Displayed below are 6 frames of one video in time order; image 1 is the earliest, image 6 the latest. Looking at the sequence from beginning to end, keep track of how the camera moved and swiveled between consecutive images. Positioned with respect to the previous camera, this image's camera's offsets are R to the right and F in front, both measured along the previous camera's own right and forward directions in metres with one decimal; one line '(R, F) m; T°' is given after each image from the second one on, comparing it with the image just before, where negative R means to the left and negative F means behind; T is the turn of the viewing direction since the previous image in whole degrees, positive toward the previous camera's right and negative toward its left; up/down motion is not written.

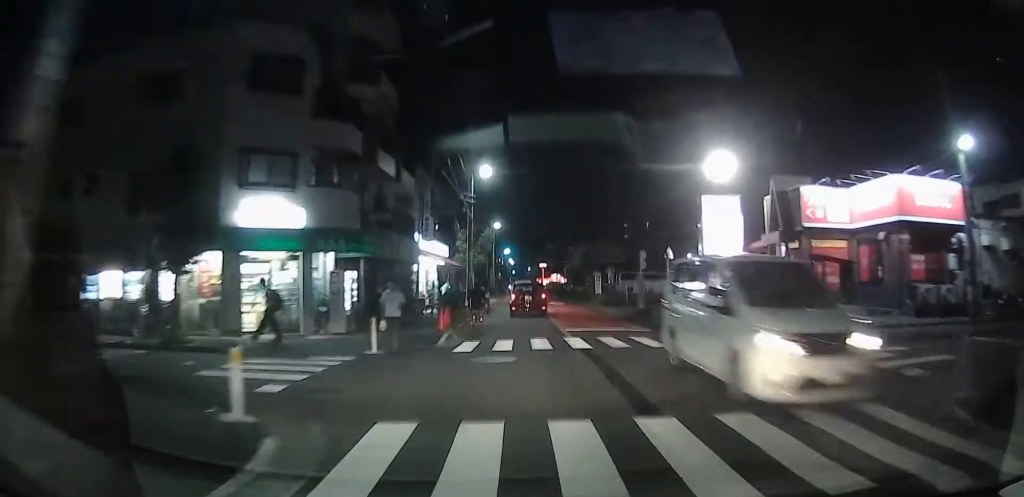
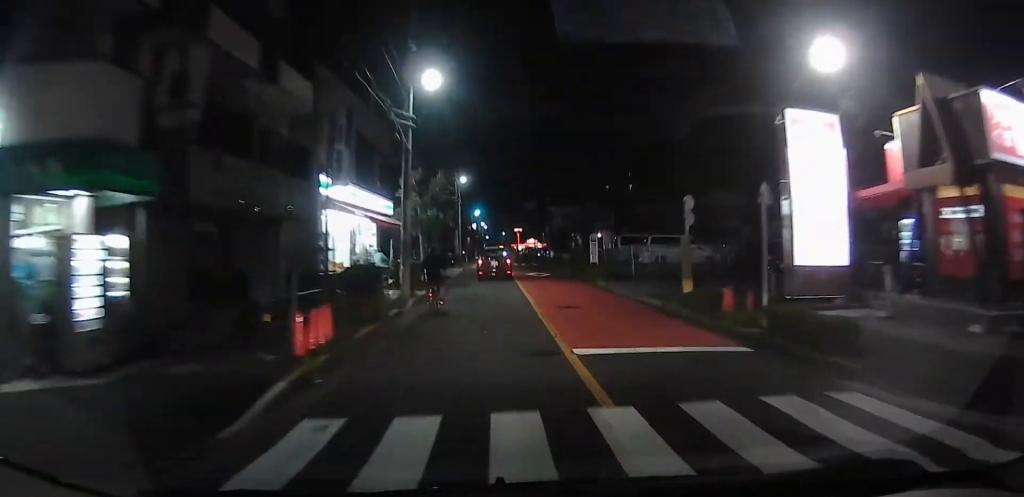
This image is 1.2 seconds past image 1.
(0.0, +10.7) m; 0°
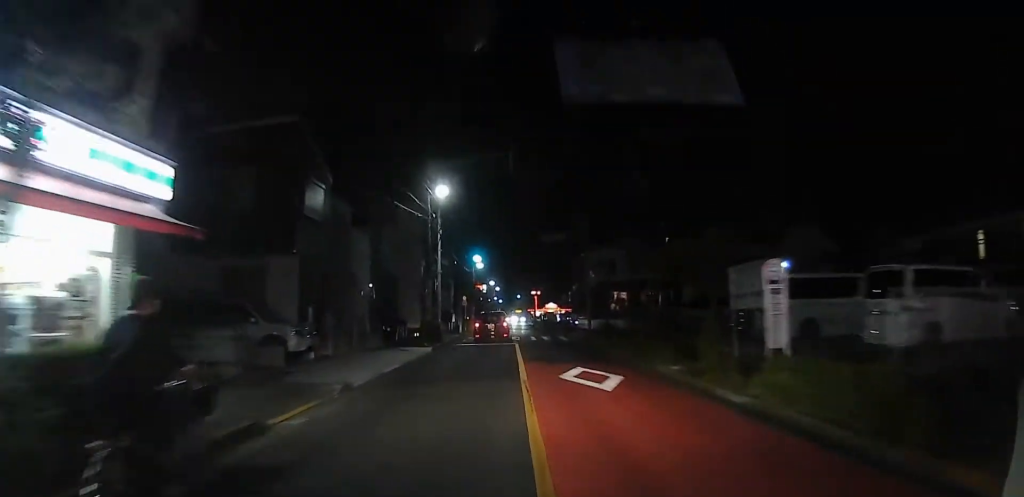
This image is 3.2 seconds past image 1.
(-2.1, +20.6) m; -6°
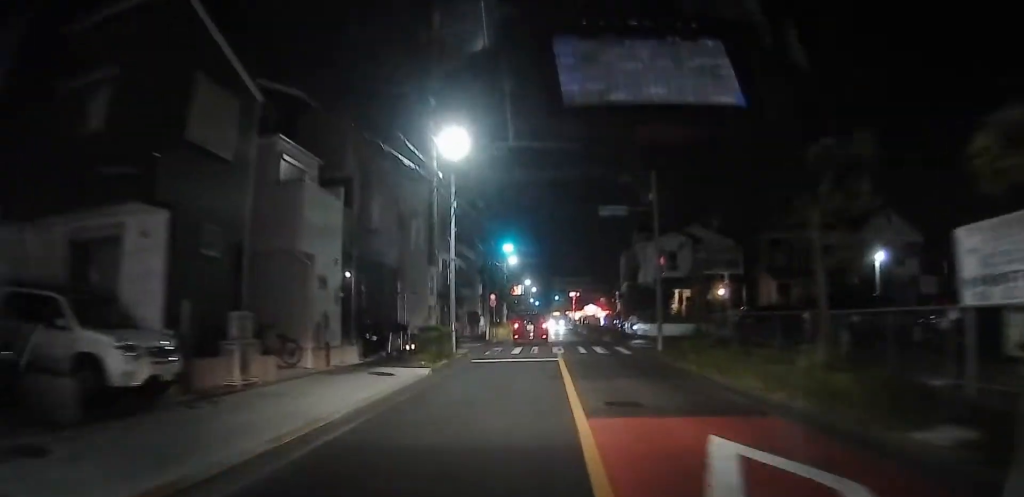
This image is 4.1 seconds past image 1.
(+0.7, +8.8) m; +5°
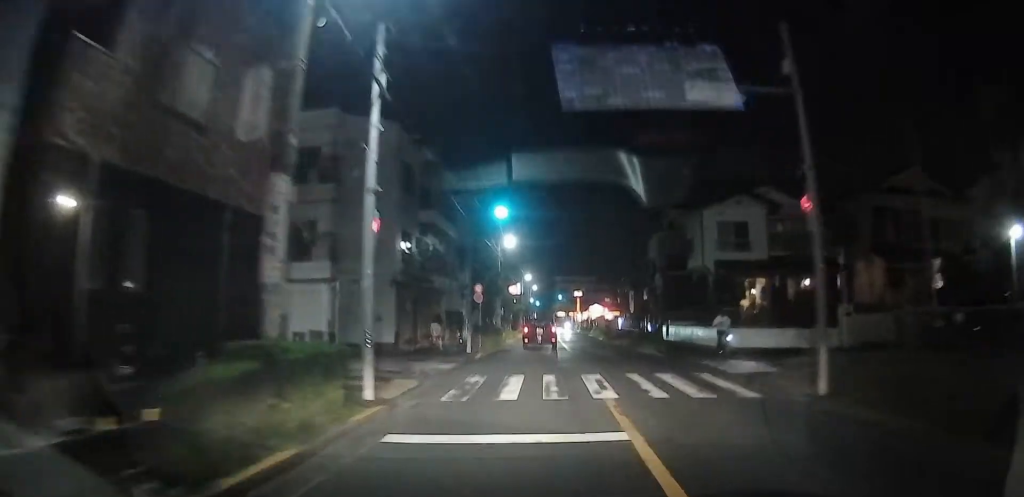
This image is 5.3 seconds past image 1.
(+0.3, +13.4) m; +1°
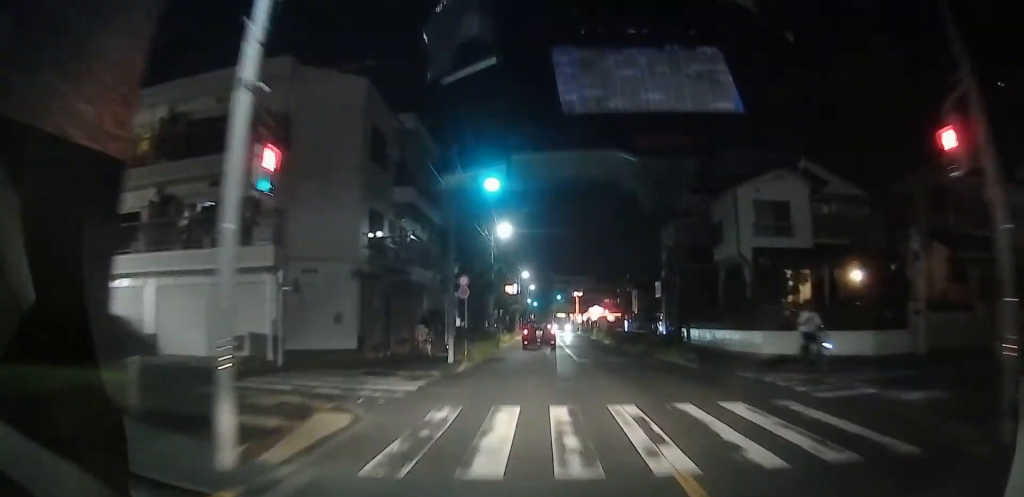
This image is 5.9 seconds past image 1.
(0.0, +5.6) m; 0°
